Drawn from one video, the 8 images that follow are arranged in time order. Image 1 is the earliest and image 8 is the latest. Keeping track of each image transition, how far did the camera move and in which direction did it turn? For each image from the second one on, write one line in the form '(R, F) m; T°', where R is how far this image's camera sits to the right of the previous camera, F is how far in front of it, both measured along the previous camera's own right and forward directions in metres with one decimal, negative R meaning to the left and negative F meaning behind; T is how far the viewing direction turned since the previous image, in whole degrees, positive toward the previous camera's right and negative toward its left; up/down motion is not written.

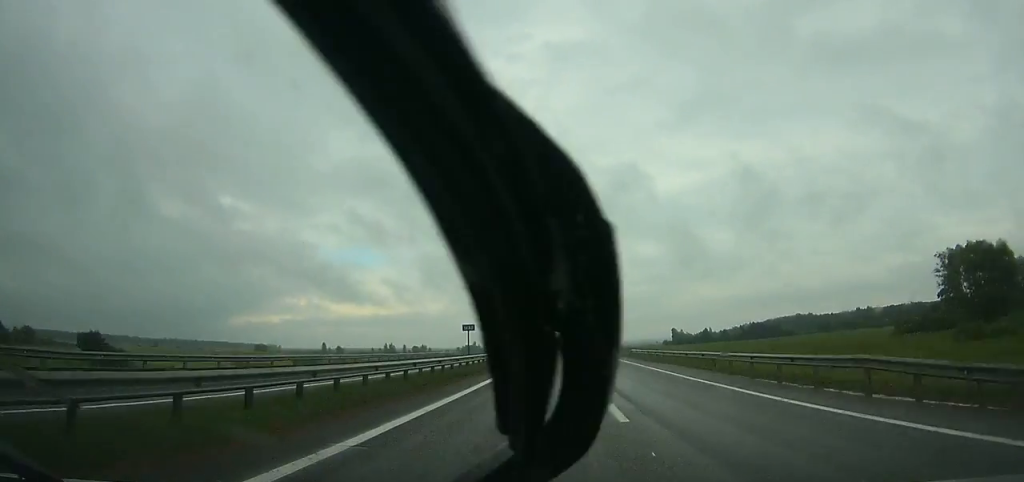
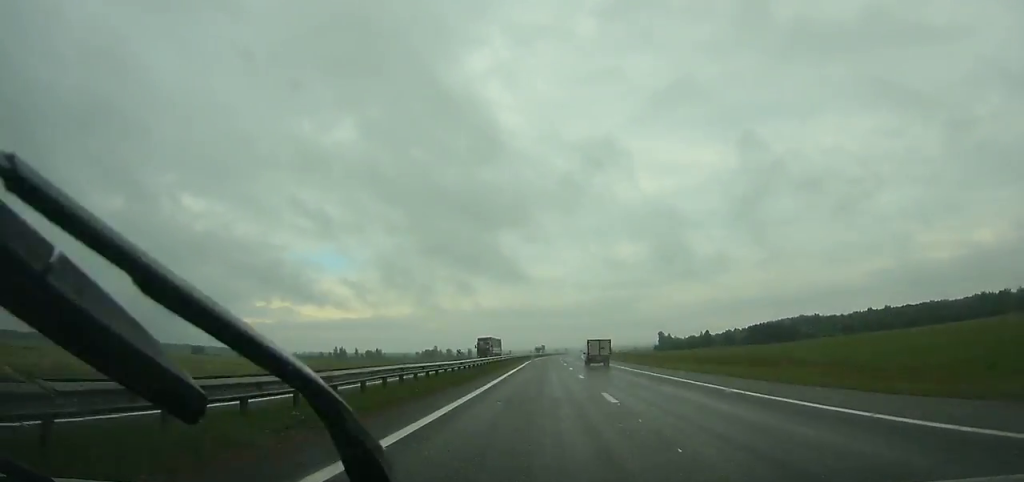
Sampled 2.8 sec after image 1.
(+2.0, +93.3) m; +2°
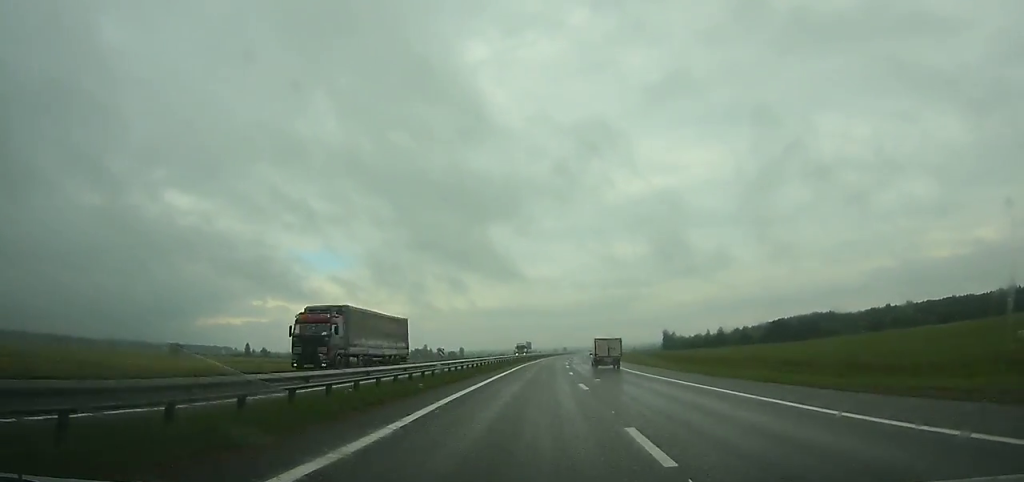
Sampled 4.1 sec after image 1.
(+0.1, +43.2) m; +1°
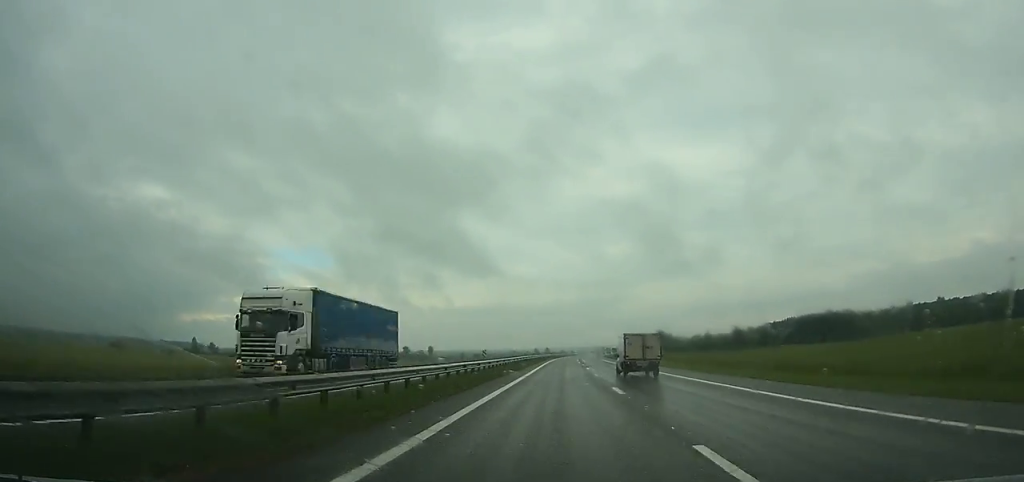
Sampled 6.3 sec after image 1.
(+1.1, +73.2) m; +2°
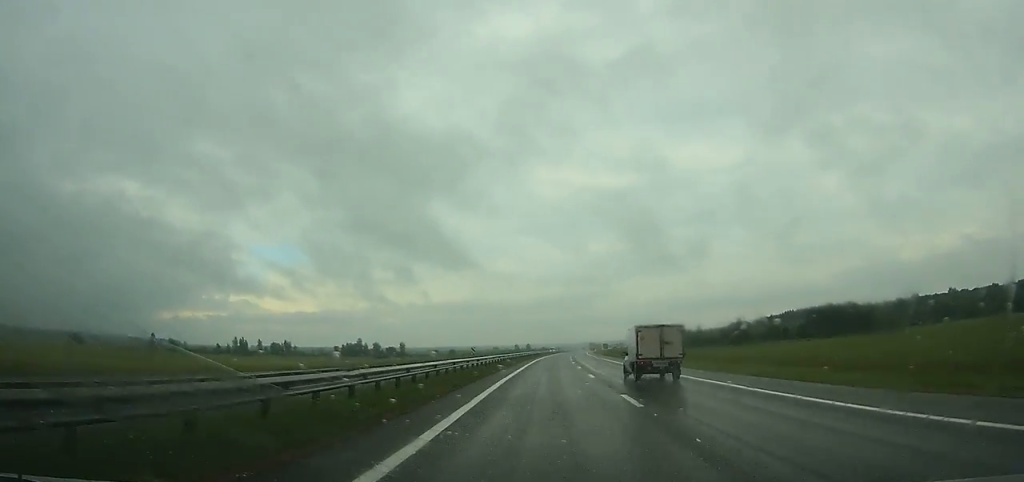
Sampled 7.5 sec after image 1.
(+0.2, +39.9) m; +1°
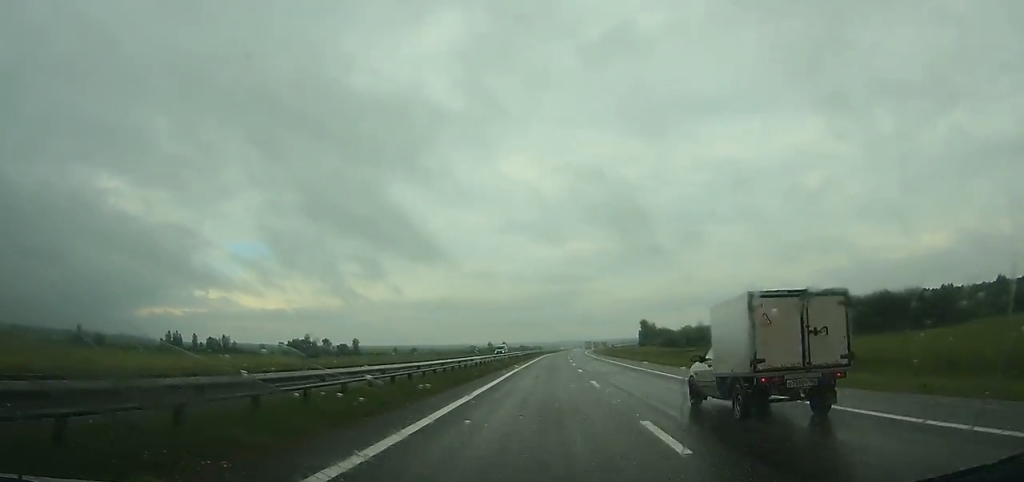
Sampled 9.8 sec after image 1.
(+1.6, +76.1) m; +2°
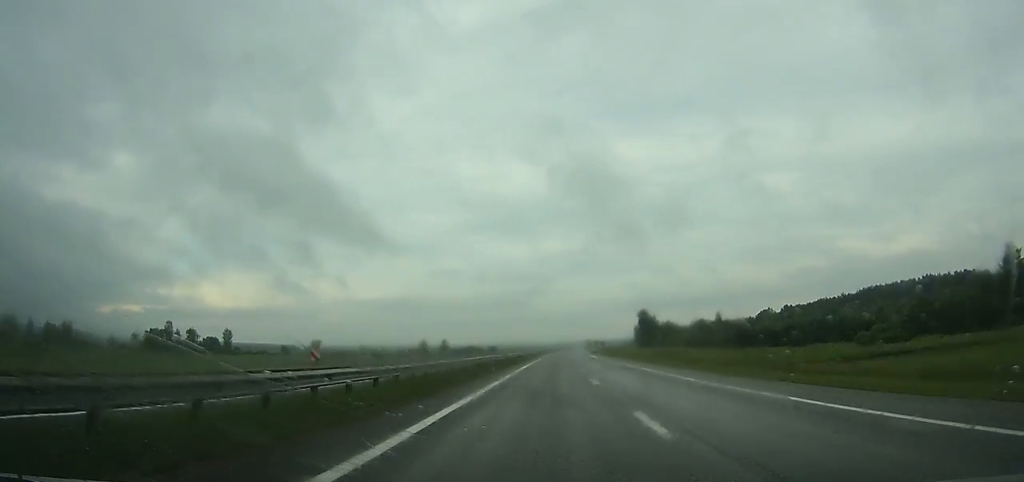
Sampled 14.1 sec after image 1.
(+4.3, +139.2) m; +3°
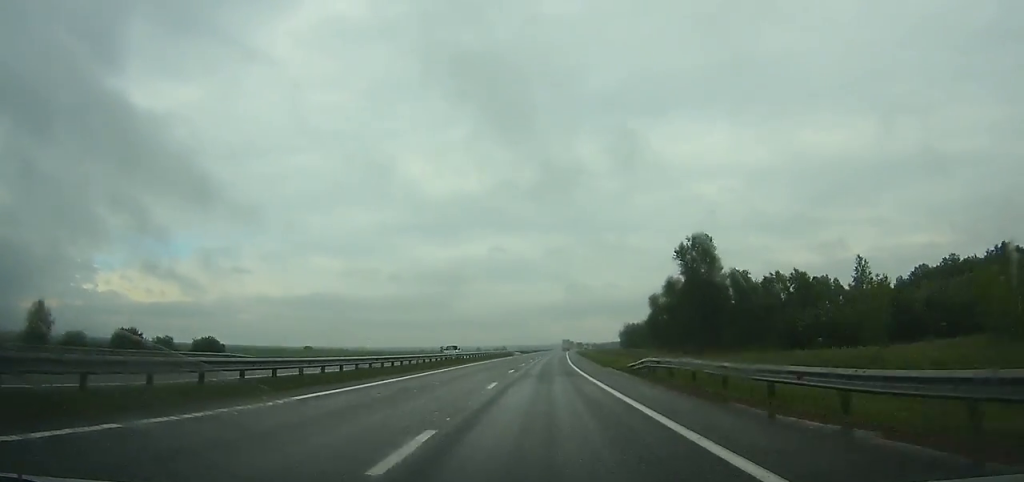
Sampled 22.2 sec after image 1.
(+14.6, +241.7) m; +7°
